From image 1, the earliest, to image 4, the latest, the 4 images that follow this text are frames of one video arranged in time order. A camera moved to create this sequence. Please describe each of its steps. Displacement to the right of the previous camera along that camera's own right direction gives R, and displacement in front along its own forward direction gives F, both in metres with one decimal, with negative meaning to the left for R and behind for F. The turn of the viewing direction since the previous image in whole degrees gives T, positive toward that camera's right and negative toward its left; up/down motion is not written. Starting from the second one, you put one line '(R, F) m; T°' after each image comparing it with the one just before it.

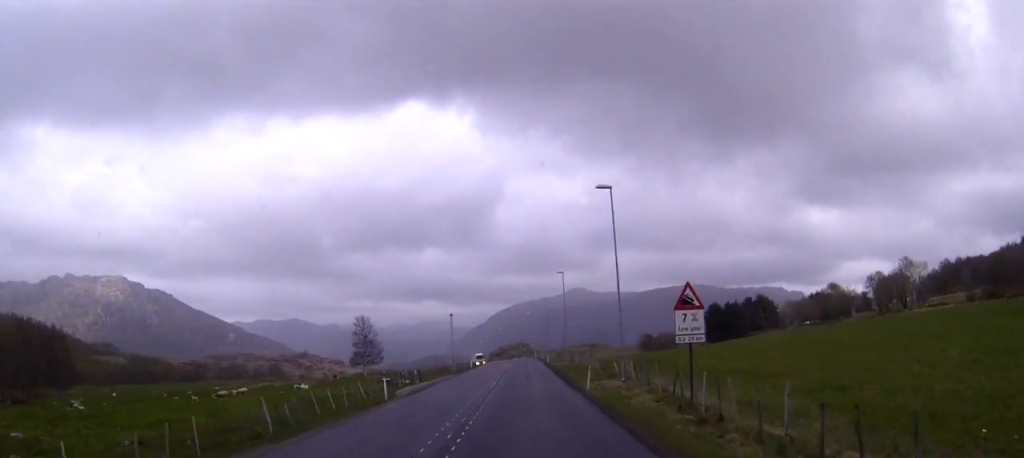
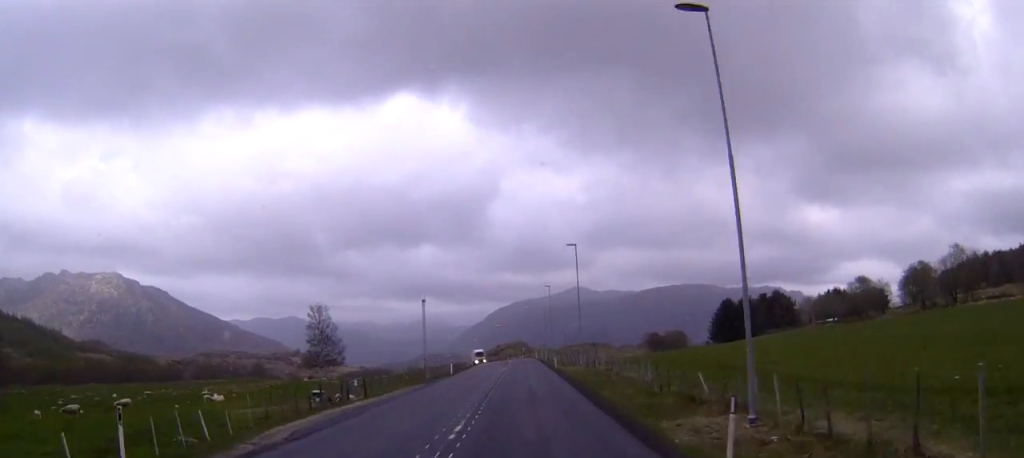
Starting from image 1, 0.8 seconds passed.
(+0.1, +21.3) m; 0°
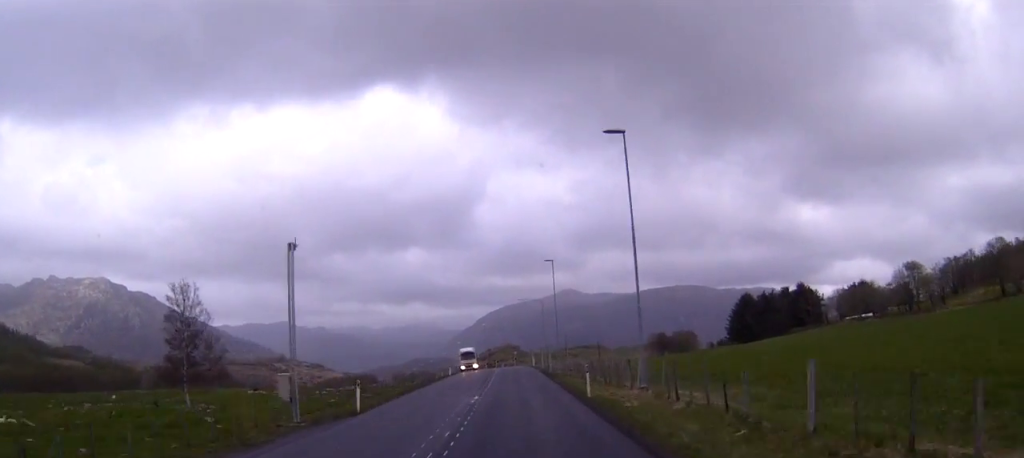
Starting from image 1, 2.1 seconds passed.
(0.0, +32.4) m; -1°
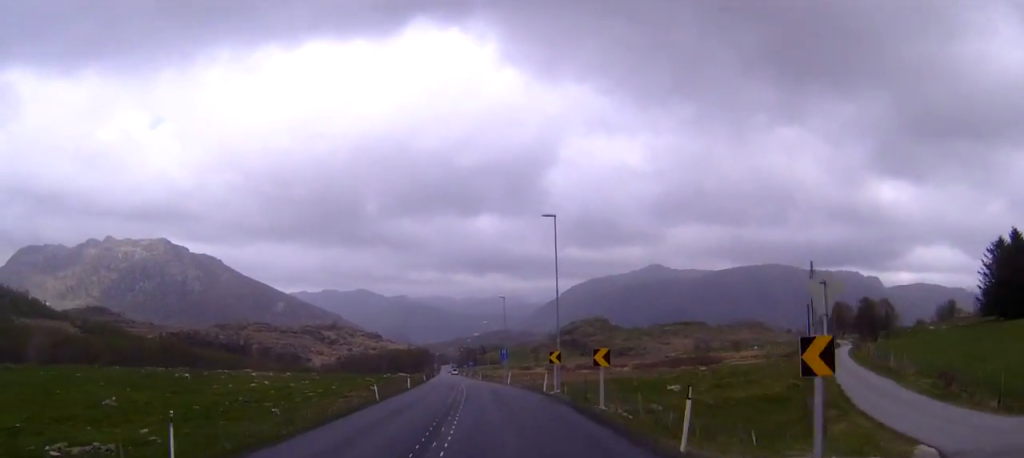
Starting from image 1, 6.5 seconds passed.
(-9.0, +111.7) m; -10°
